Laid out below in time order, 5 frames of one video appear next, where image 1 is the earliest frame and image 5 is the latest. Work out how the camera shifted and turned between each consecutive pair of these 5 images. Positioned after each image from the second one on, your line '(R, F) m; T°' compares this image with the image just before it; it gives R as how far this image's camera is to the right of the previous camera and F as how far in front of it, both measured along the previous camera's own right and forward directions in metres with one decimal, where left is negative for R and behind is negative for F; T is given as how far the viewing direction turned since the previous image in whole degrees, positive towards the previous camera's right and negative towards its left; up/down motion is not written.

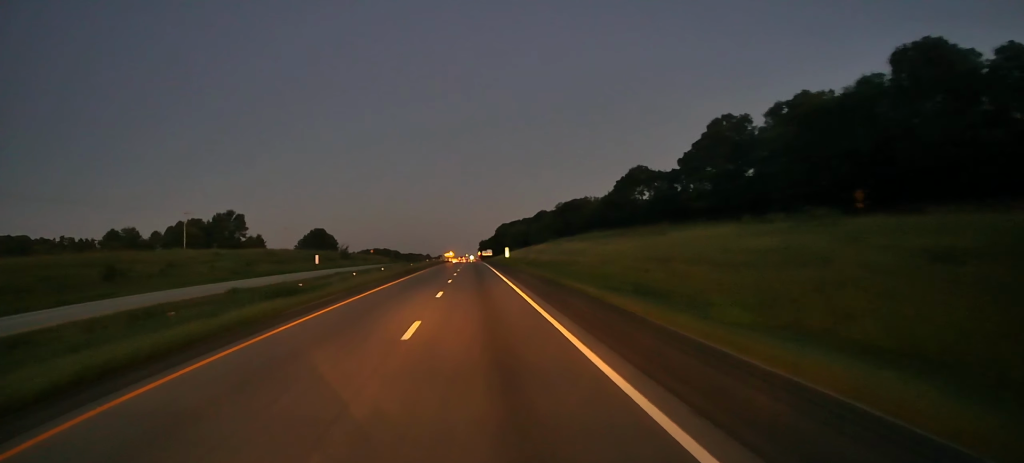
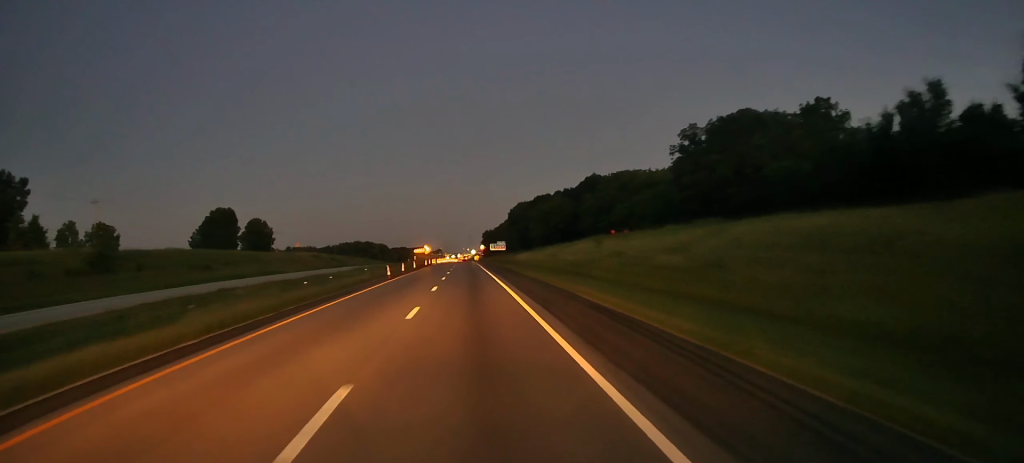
(-1.9, +116.4) m; -1°
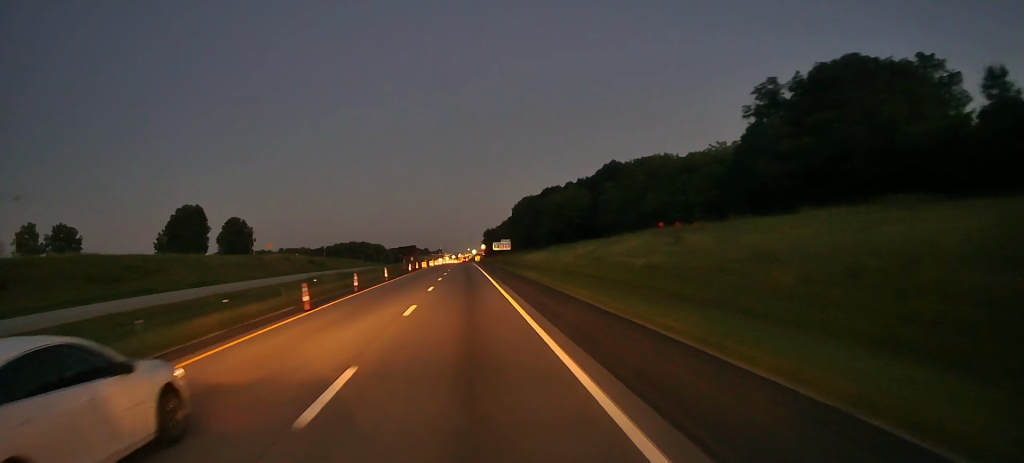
(+0.1, +23.0) m; 0°
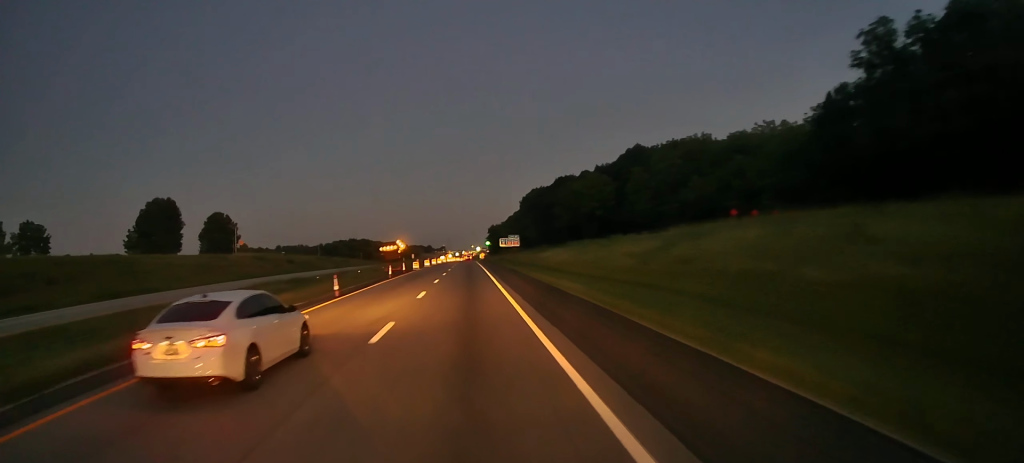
(0.0, +18.3) m; 0°
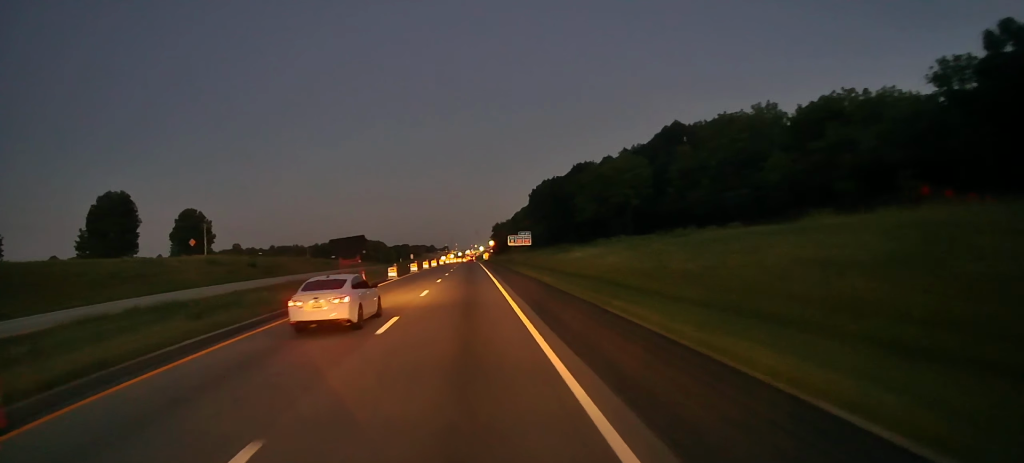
(+0.1, +22.6) m; 0°
